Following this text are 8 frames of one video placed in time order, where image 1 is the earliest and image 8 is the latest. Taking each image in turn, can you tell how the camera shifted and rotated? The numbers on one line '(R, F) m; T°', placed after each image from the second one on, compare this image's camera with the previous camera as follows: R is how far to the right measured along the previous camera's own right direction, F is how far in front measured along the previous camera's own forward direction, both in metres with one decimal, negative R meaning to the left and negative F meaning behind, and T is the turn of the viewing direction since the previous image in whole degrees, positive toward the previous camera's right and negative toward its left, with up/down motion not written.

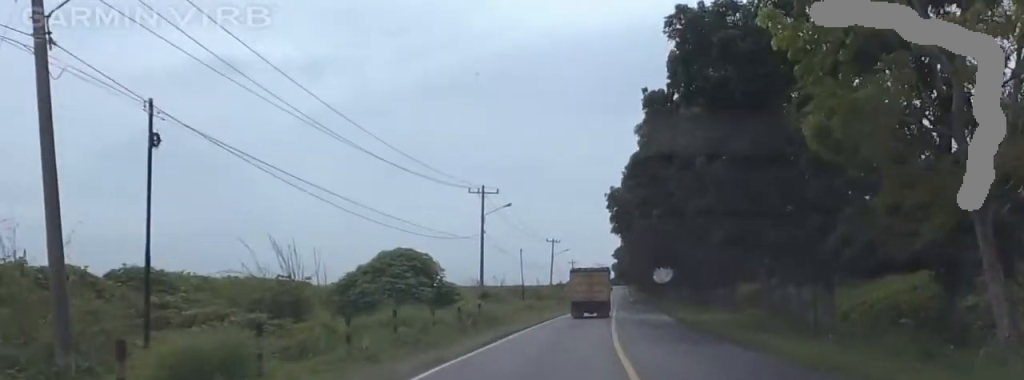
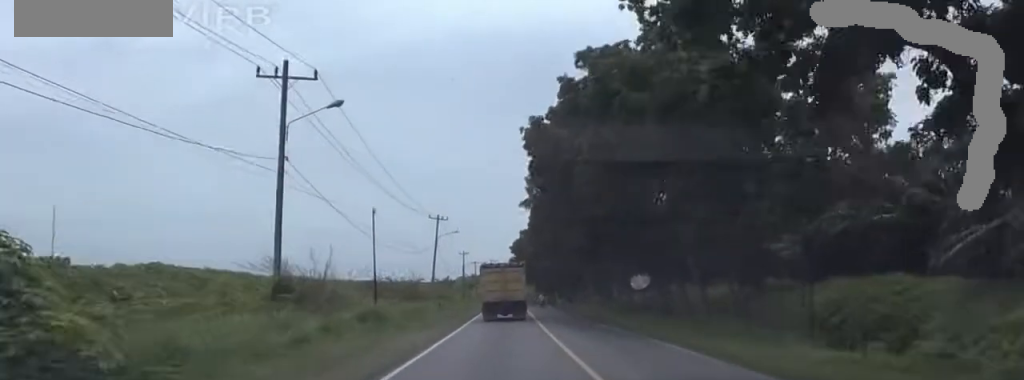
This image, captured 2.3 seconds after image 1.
(+4.0, +34.4) m; +12°
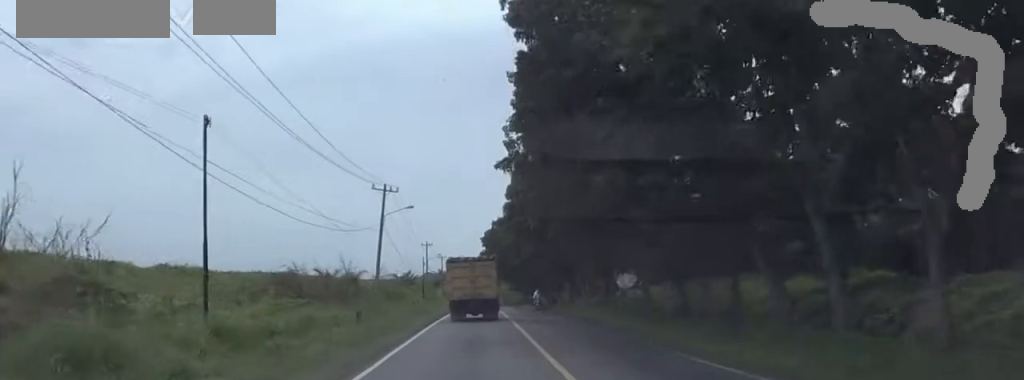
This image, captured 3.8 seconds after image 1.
(+0.1, +22.9) m; -1°
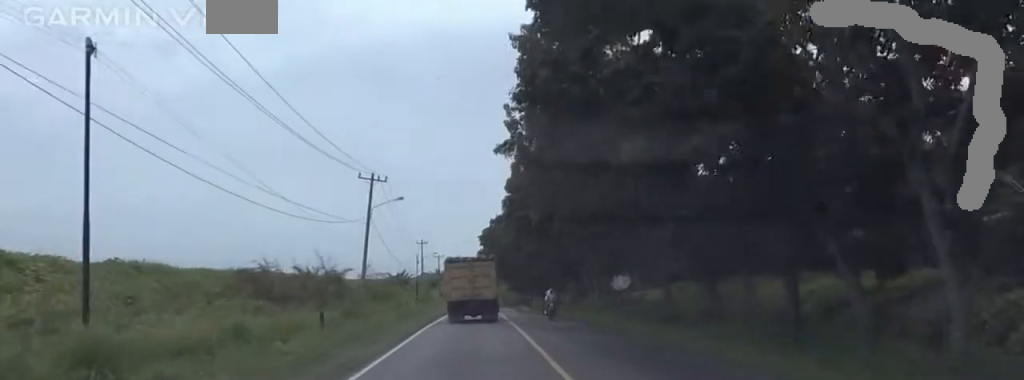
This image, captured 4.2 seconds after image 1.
(-0.1, +6.6) m; 0°
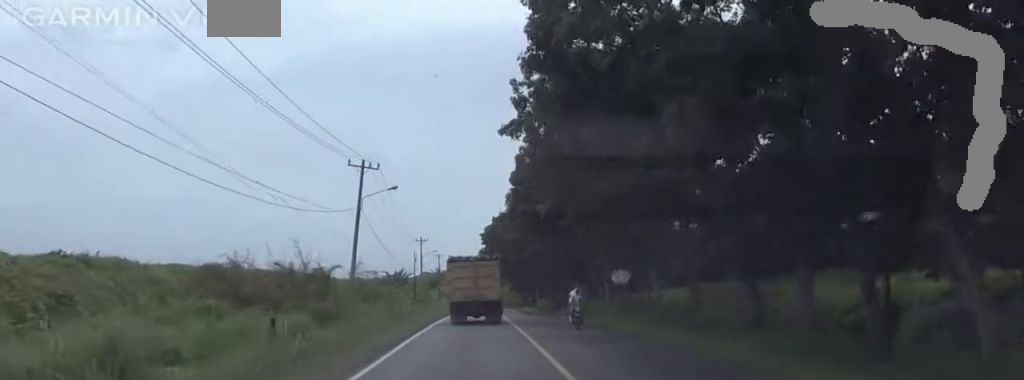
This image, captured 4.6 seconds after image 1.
(+0.5, +6.0) m; +1°
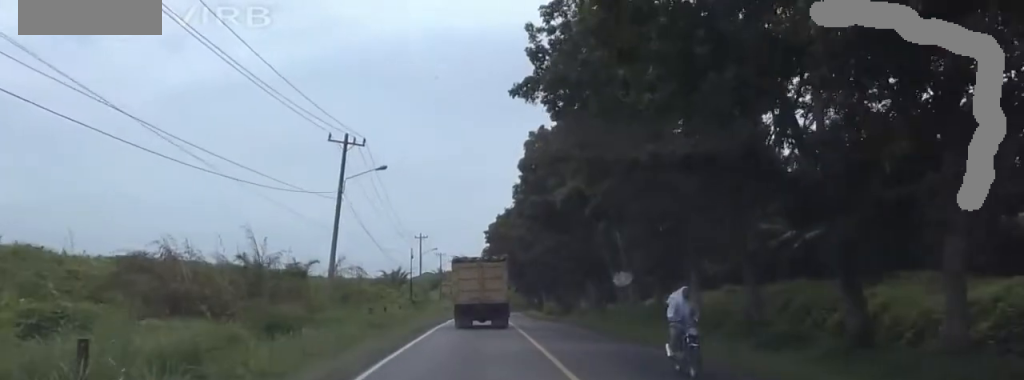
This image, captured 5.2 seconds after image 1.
(+0.3, +9.0) m; +1°
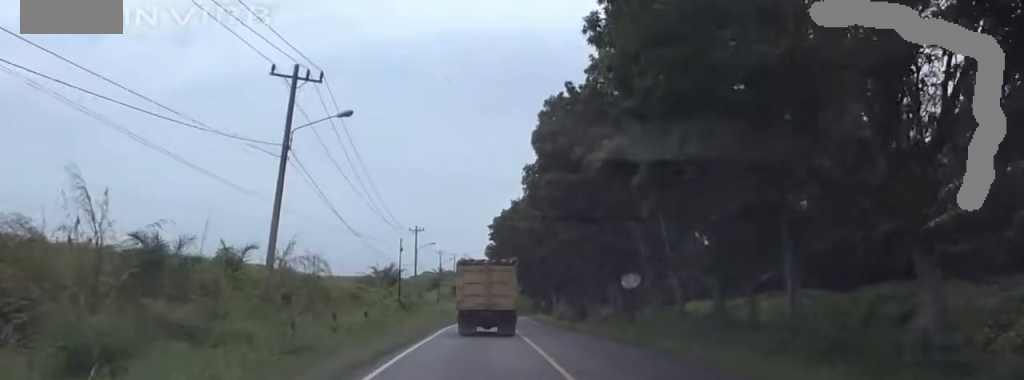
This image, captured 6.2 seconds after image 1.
(-0.6, +13.6) m; 0°
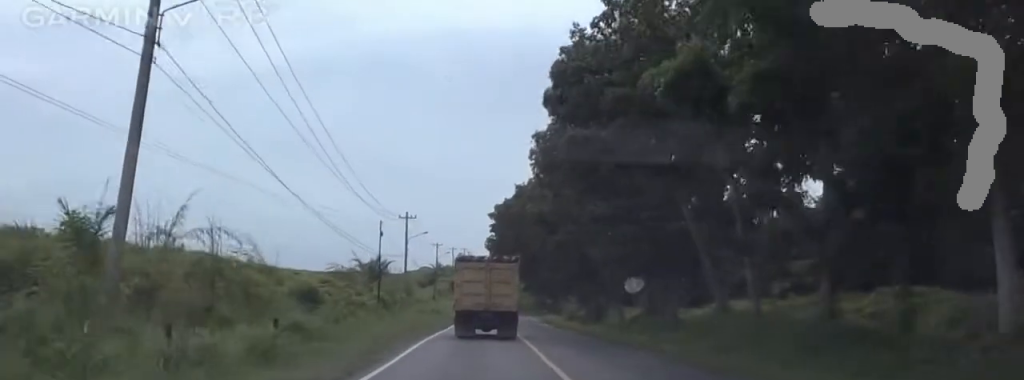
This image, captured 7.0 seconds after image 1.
(+0.8, +13.3) m; -2°
